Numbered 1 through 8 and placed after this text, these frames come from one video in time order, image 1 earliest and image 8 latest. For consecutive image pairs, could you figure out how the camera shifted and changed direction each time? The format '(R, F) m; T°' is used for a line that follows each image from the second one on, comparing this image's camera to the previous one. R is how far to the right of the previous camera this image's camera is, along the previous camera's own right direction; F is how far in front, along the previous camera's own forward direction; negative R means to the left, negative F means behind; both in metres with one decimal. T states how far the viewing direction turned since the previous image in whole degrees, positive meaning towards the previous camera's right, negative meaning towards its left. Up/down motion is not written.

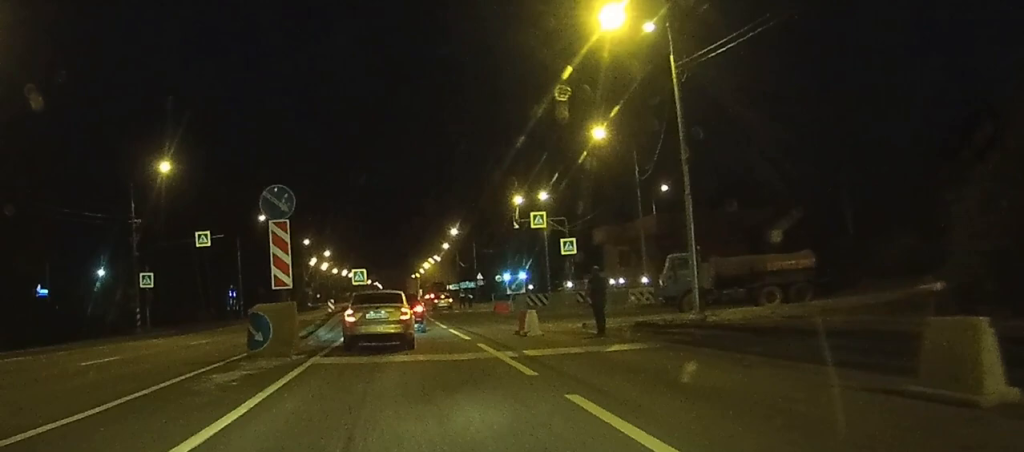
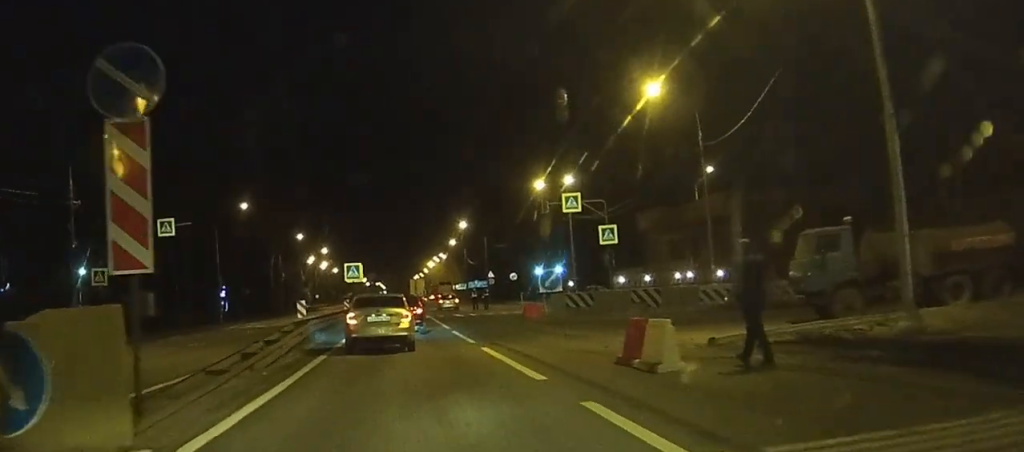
(+0.1, +12.7) m; 0°
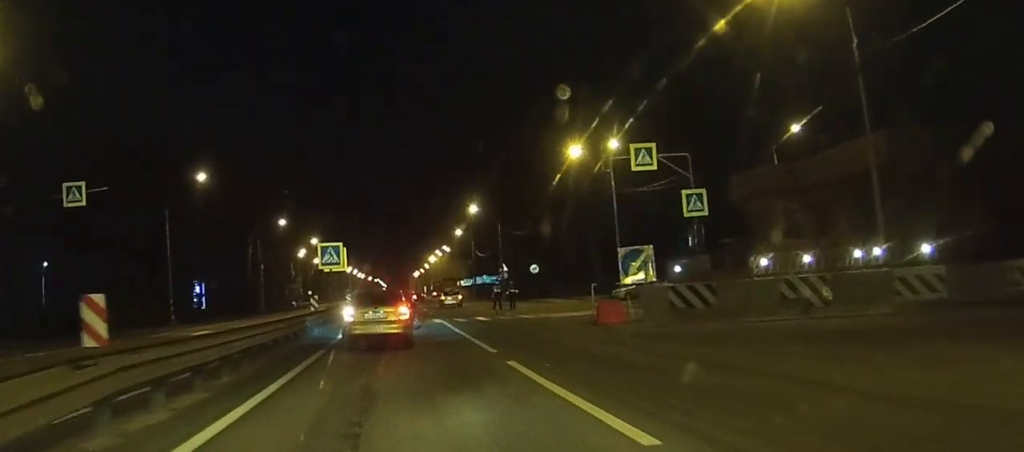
(-0.1, +17.4) m; -1°
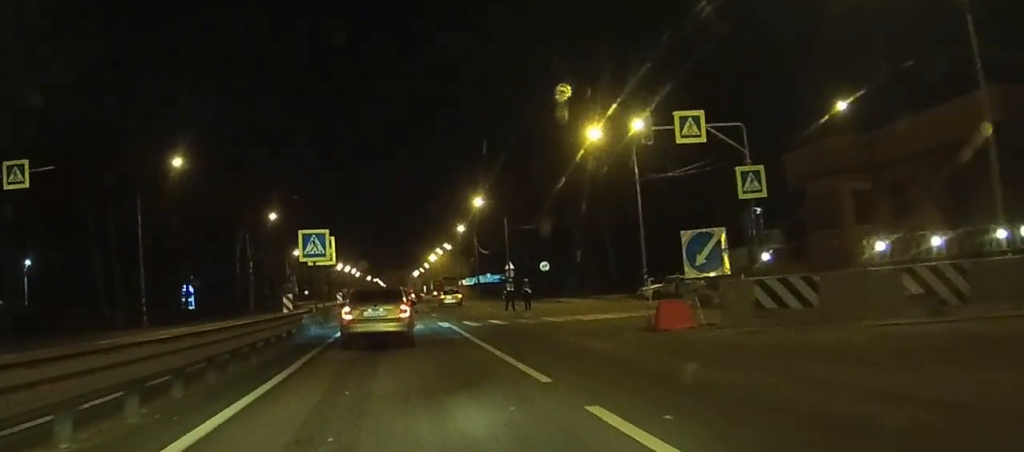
(0.0, +6.6) m; 0°
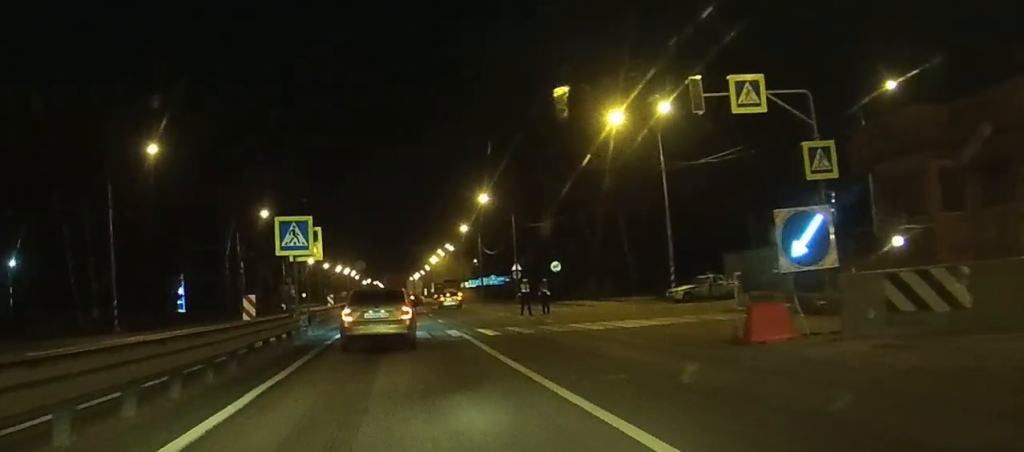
(0.0, +5.6) m; 0°
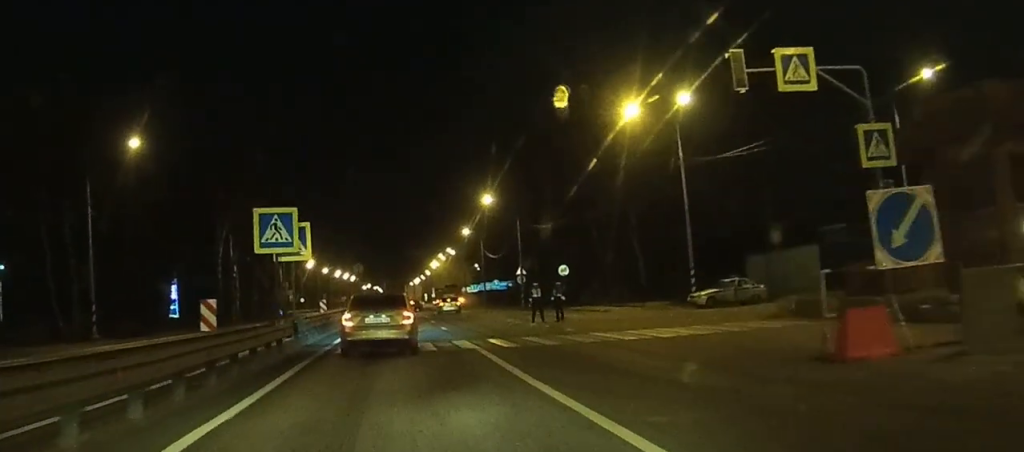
(0.0, +3.5) m; 0°
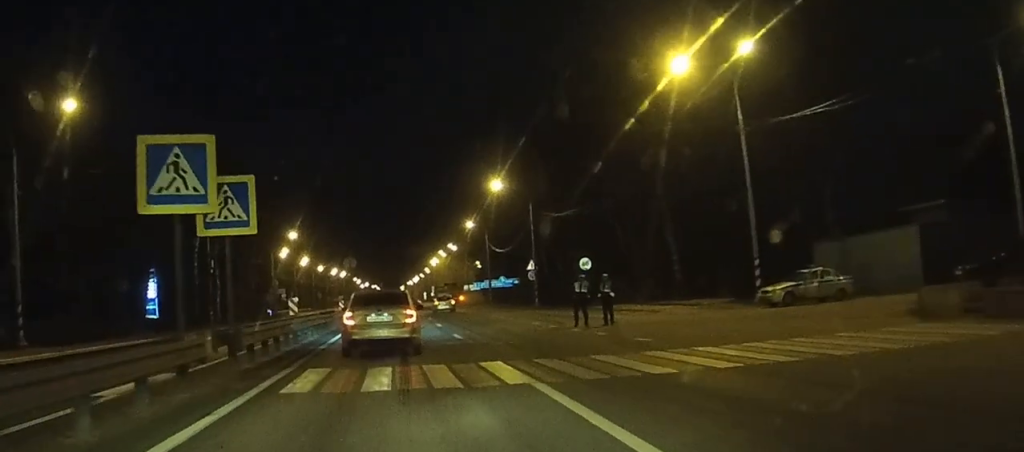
(0.0, +8.9) m; 0°
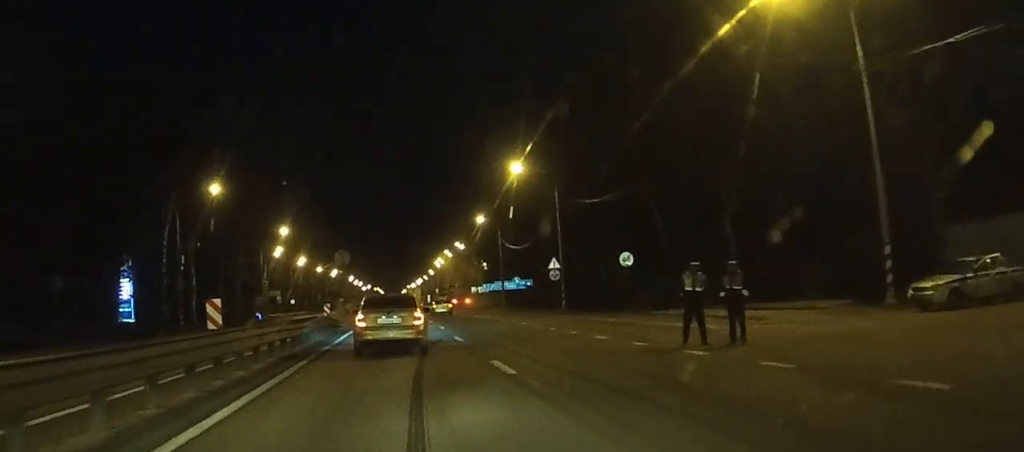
(0.0, +11.0) m; 0°
